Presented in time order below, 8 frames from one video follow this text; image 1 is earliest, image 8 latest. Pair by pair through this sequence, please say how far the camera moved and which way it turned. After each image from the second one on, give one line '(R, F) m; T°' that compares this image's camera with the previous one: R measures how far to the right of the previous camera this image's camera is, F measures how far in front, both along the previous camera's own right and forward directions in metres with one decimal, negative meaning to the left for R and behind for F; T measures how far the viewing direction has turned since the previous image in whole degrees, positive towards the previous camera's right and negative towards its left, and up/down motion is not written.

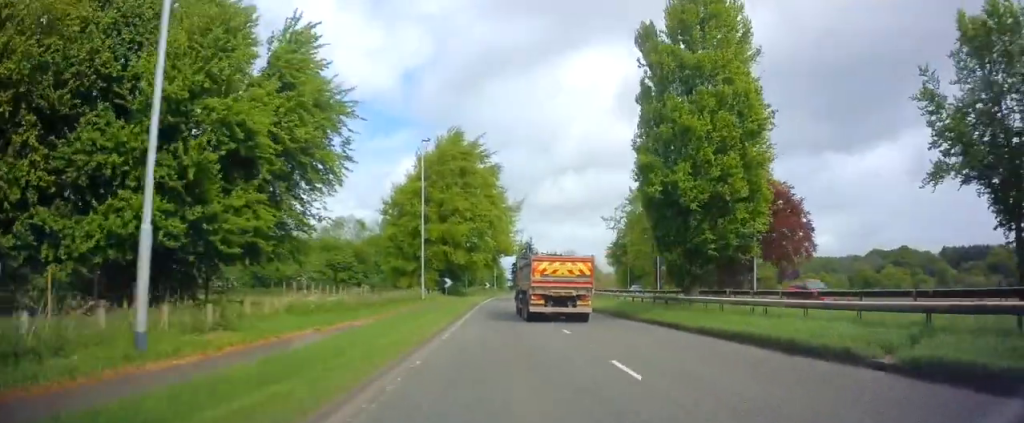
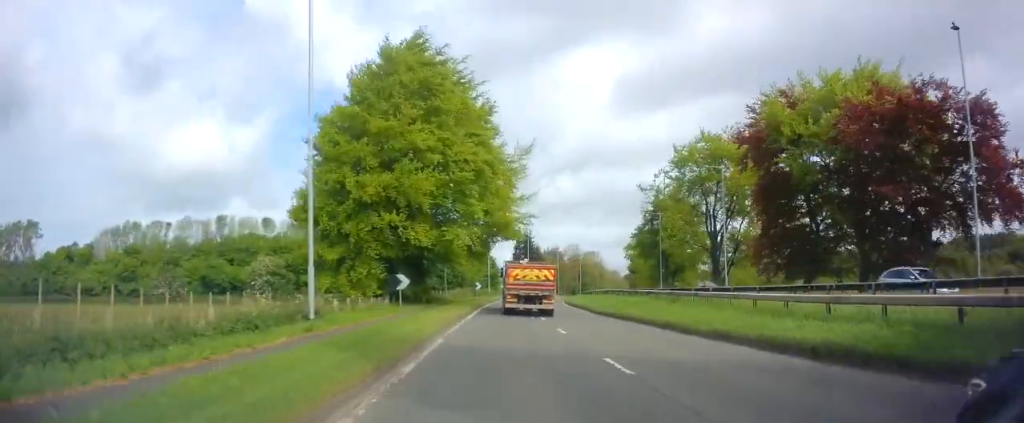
(+0.2, +24.8) m; 0°
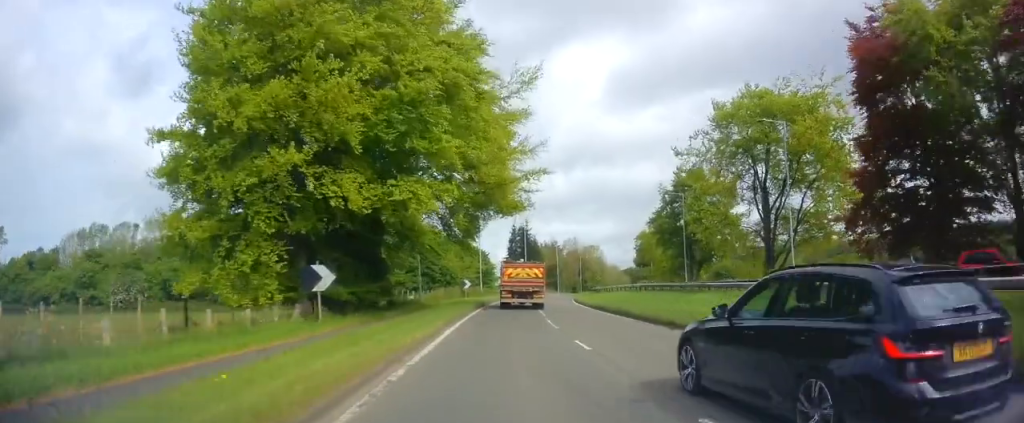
(0.0, +13.9) m; 0°
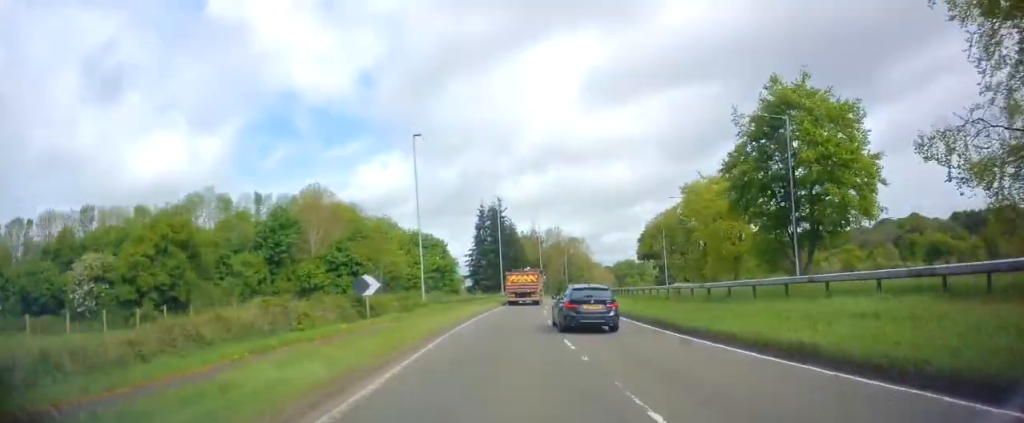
(+1.0, +34.1) m; +3°
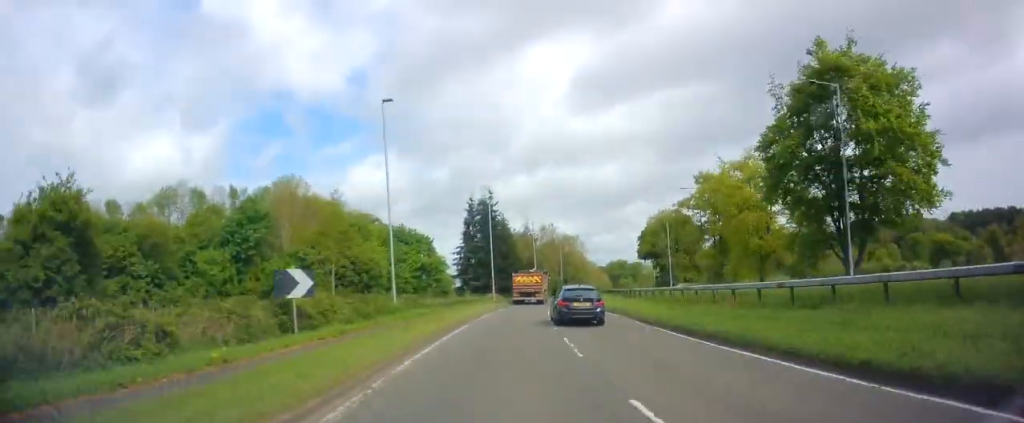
(0.0, +7.9) m; 0°
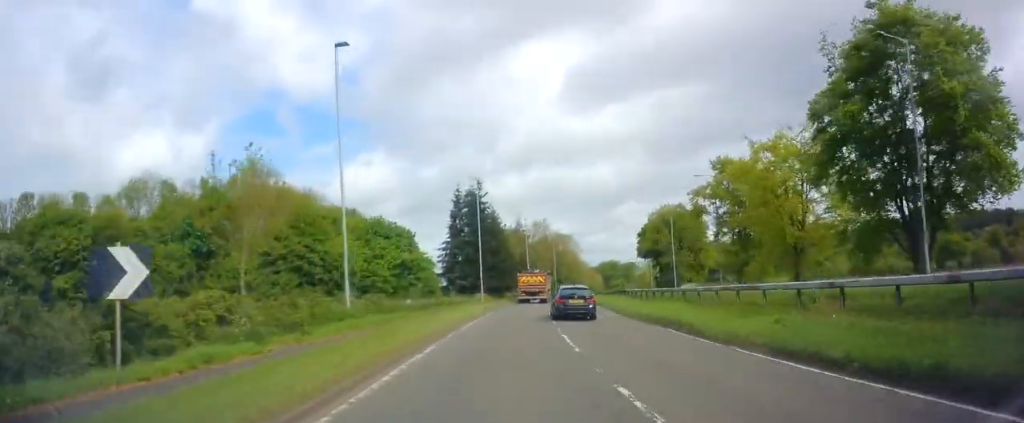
(0.0, +7.9) m; +1°
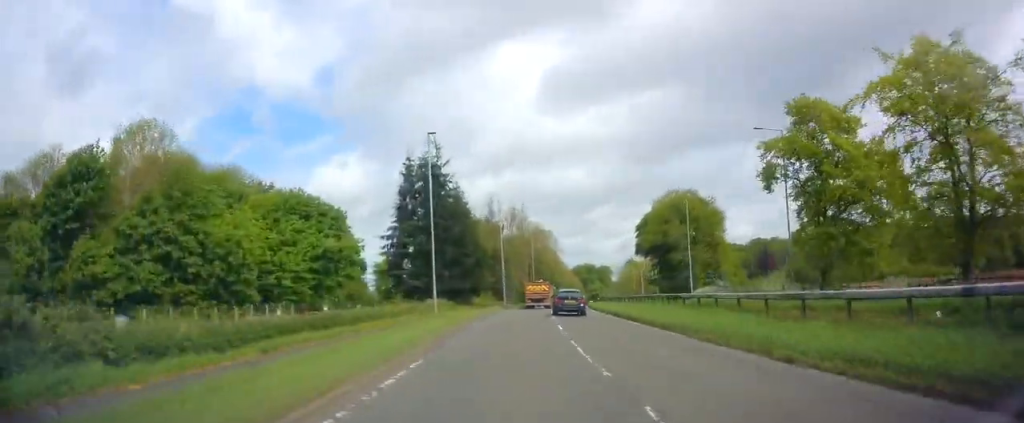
(+0.6, +20.6) m; +4°
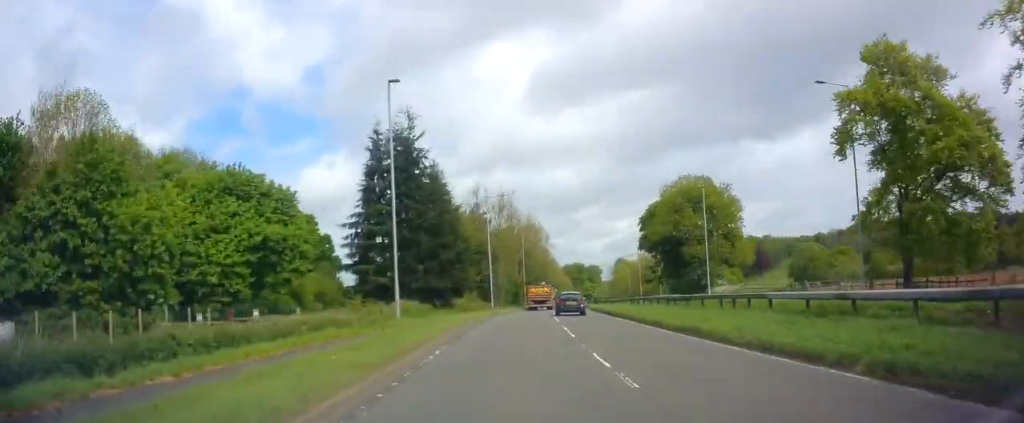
(+0.3, +10.1) m; +2°
